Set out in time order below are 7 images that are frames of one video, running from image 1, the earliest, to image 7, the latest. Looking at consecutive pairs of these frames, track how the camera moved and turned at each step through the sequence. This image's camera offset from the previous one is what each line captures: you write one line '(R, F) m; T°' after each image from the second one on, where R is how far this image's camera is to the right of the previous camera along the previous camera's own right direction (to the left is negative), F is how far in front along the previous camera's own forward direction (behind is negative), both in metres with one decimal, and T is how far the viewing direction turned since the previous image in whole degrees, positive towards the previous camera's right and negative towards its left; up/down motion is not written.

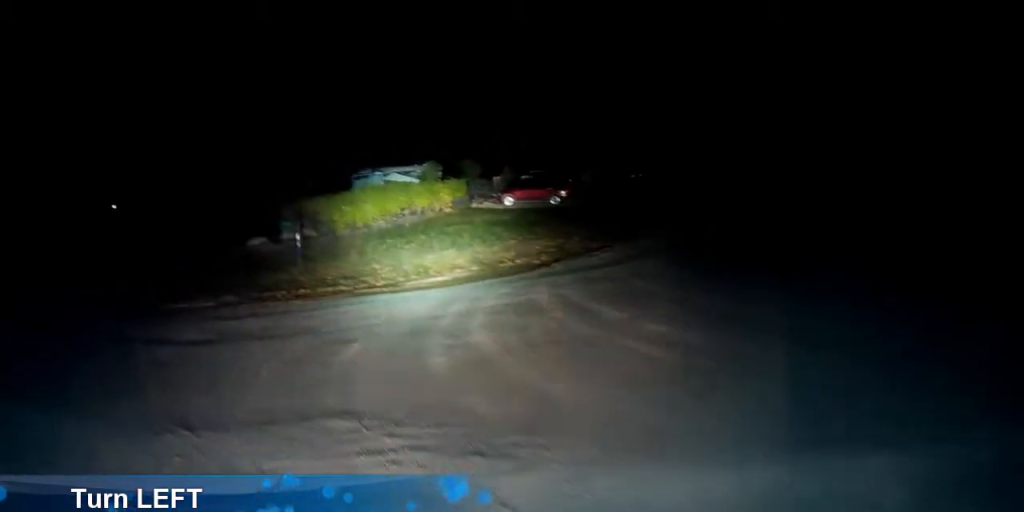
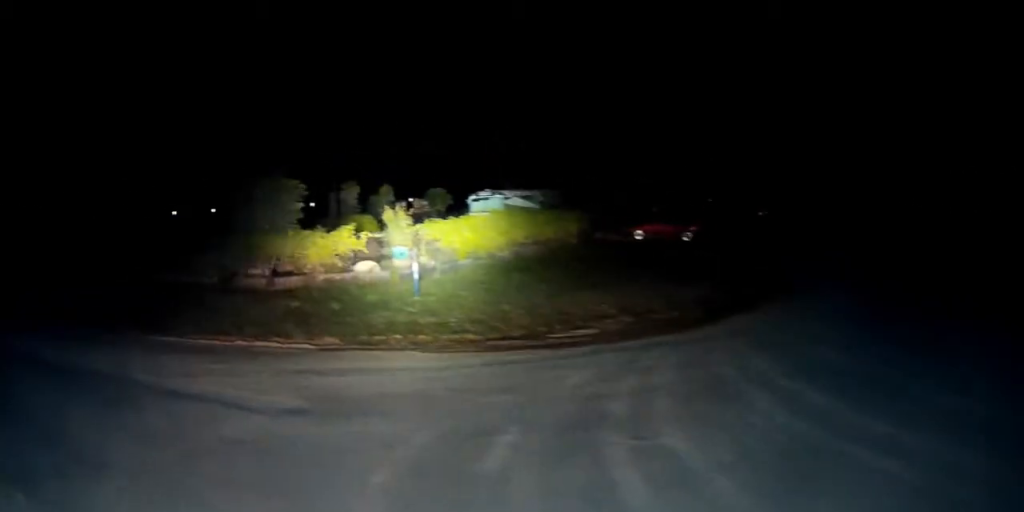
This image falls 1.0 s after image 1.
(-0.1, +3.6) m; -6°
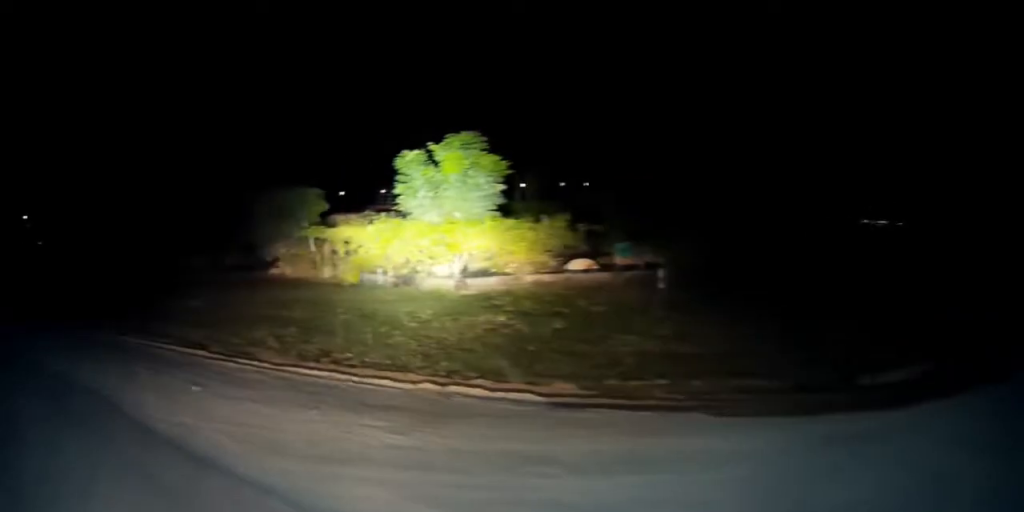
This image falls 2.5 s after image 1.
(-0.7, +5.3) m; -20°
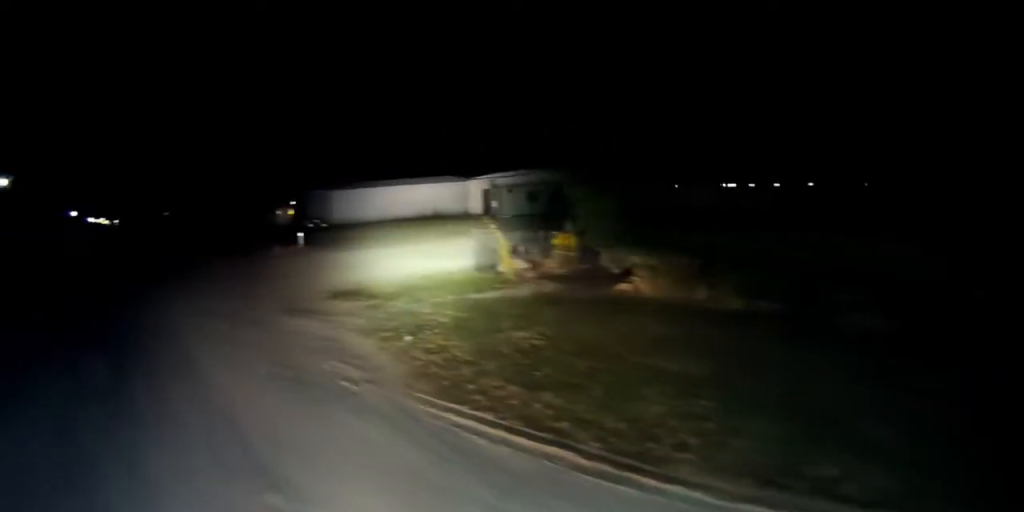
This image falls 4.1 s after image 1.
(-1.5, +6.3) m; -25°
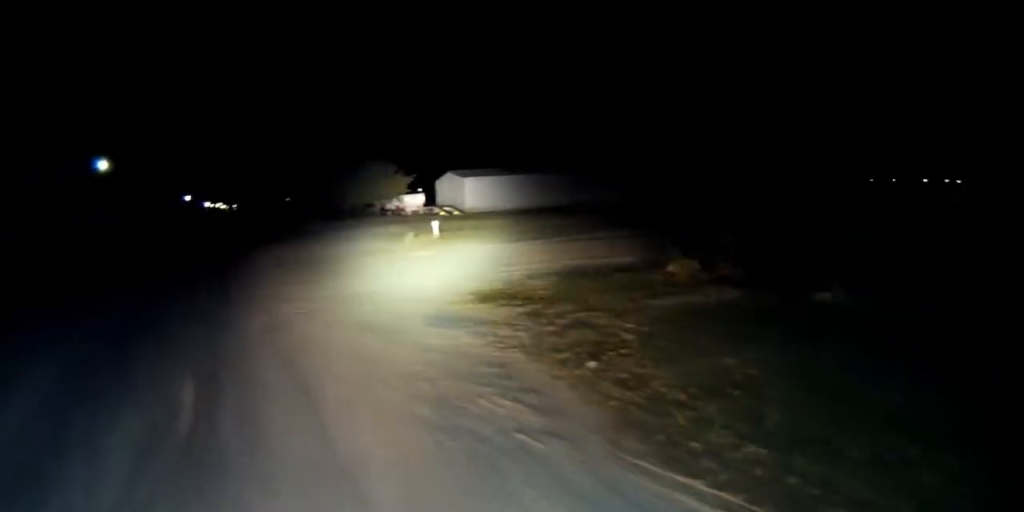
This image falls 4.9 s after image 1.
(-0.3, +3.4) m; -7°
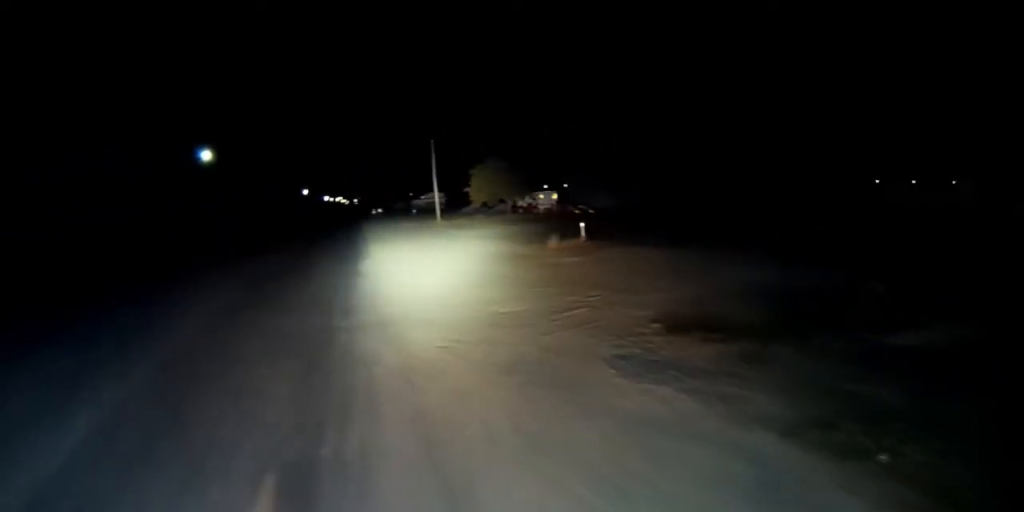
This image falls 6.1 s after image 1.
(-0.2, +4.6) m; -5°
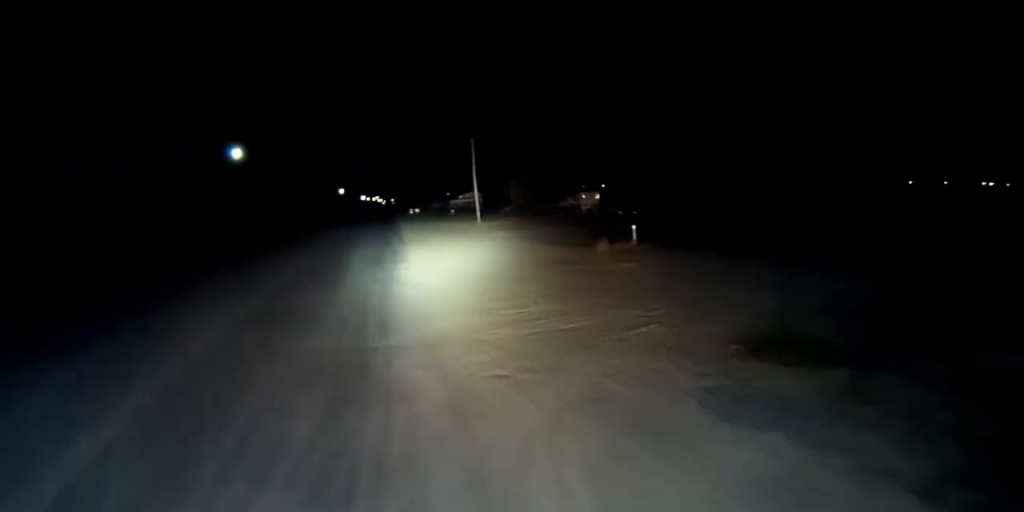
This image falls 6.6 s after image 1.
(0.0, +2.1) m; -3°
